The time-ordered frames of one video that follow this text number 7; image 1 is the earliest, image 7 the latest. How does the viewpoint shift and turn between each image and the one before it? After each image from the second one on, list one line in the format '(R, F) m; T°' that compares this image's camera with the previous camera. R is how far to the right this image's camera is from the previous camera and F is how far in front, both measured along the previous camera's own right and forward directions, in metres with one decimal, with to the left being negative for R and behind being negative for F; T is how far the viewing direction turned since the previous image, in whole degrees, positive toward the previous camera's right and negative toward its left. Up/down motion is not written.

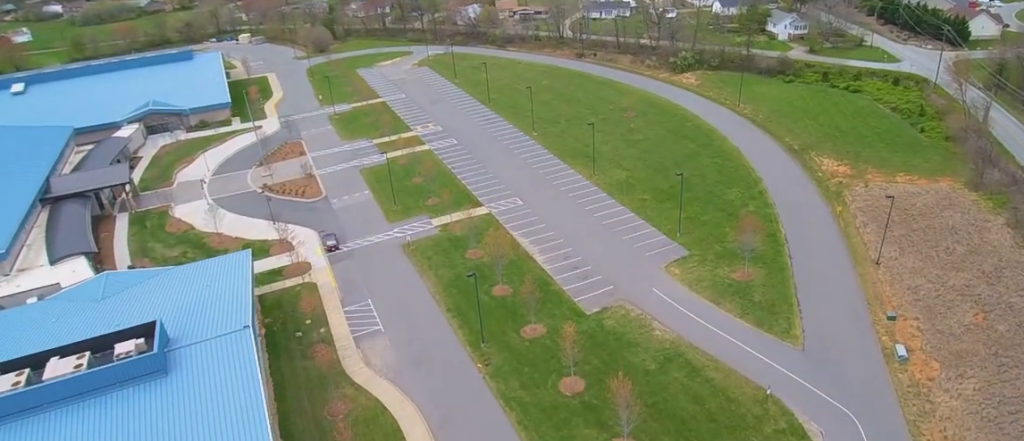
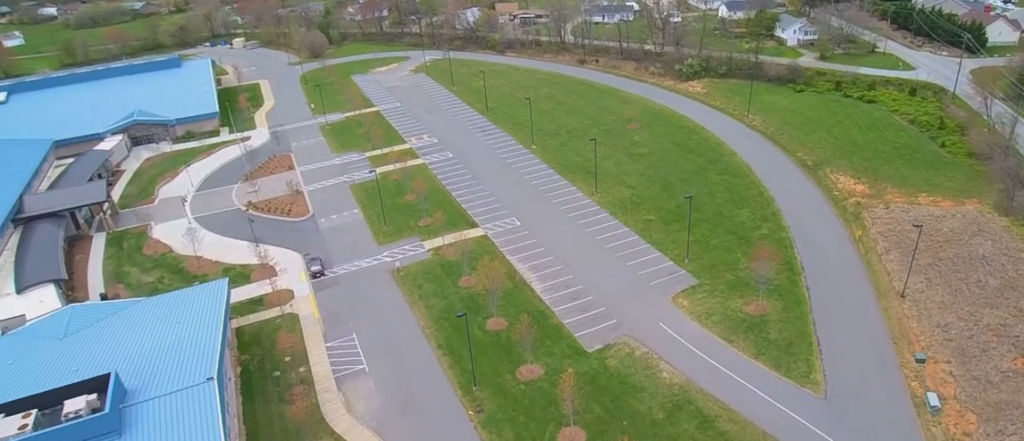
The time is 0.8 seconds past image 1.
(+0.1, +6.0) m; +1°
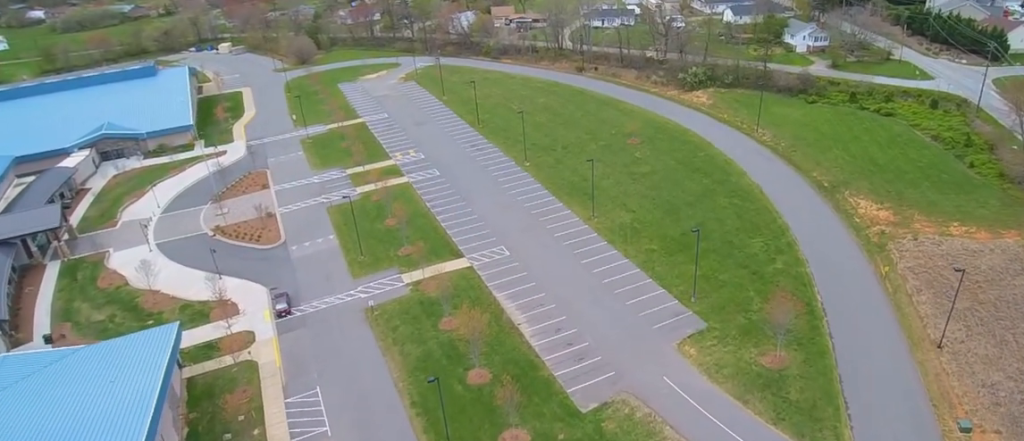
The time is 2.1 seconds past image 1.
(+0.1, +9.5) m; 0°
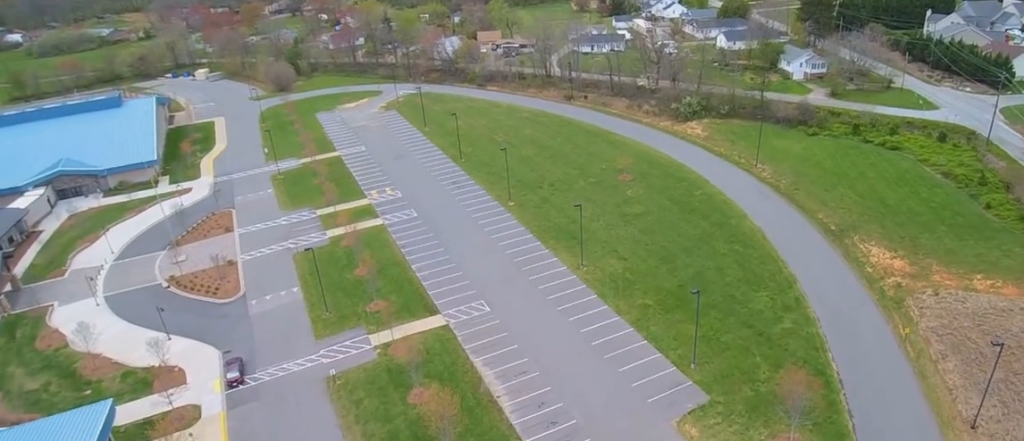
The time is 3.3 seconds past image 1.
(-0.1, +8.5) m; 0°
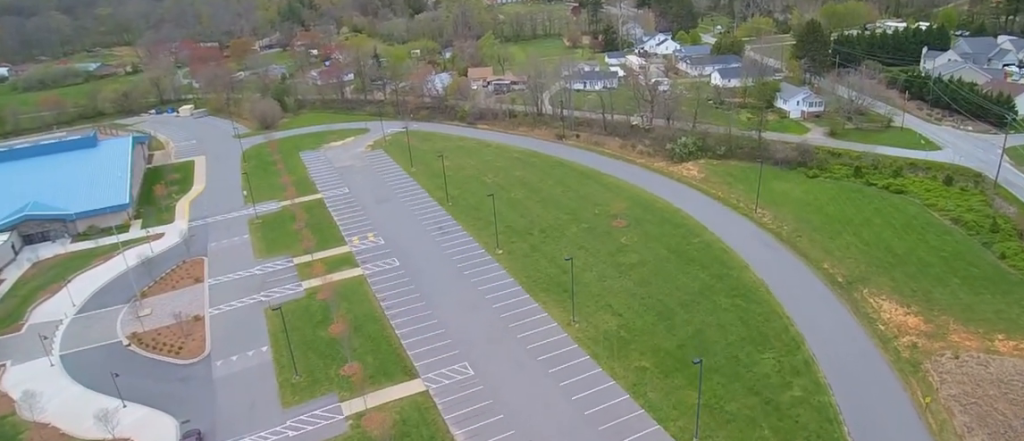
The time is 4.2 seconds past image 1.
(+0.2, +5.5) m; -3°
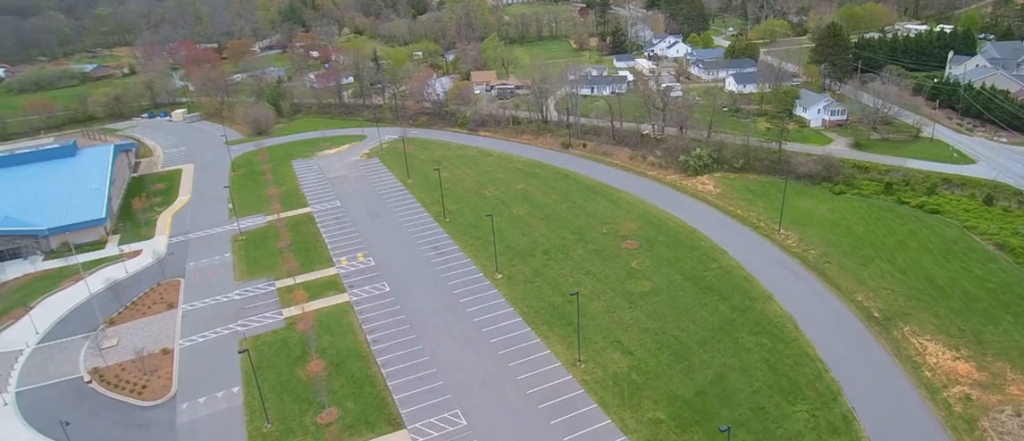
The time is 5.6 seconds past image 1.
(-0.4, +8.8) m; -1°
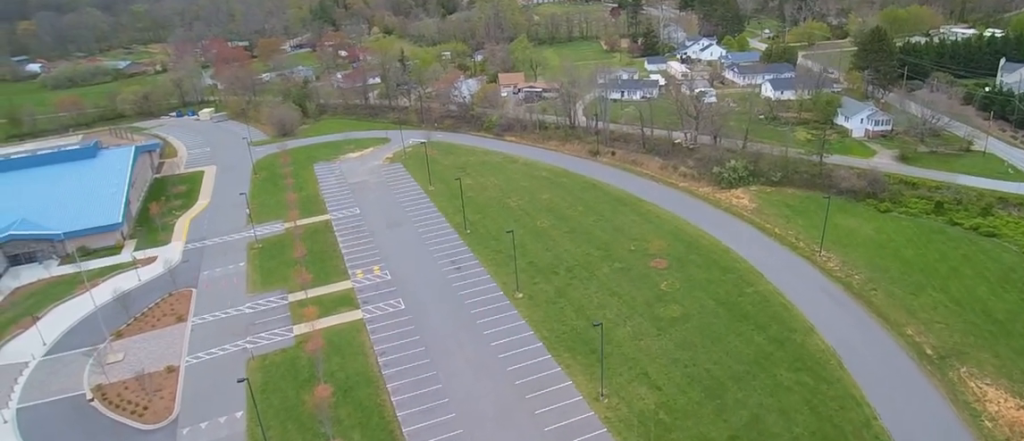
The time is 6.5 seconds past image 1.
(+0.1, +6.2) m; 0°
